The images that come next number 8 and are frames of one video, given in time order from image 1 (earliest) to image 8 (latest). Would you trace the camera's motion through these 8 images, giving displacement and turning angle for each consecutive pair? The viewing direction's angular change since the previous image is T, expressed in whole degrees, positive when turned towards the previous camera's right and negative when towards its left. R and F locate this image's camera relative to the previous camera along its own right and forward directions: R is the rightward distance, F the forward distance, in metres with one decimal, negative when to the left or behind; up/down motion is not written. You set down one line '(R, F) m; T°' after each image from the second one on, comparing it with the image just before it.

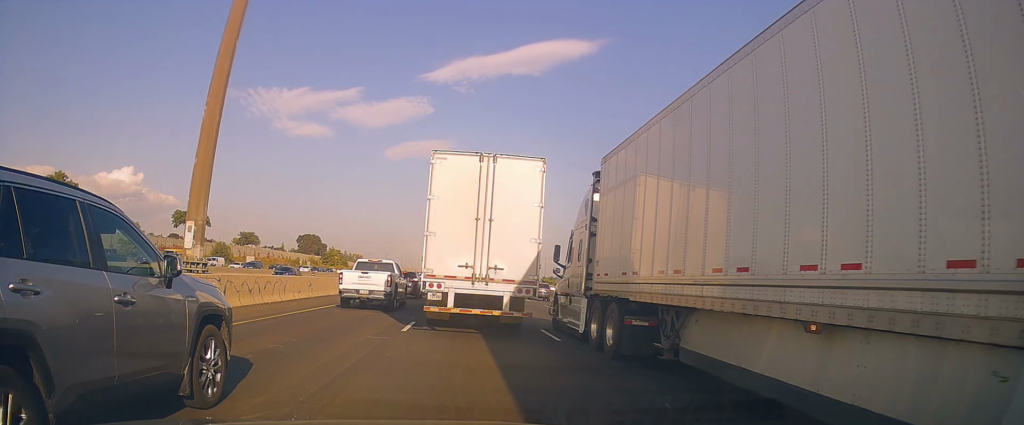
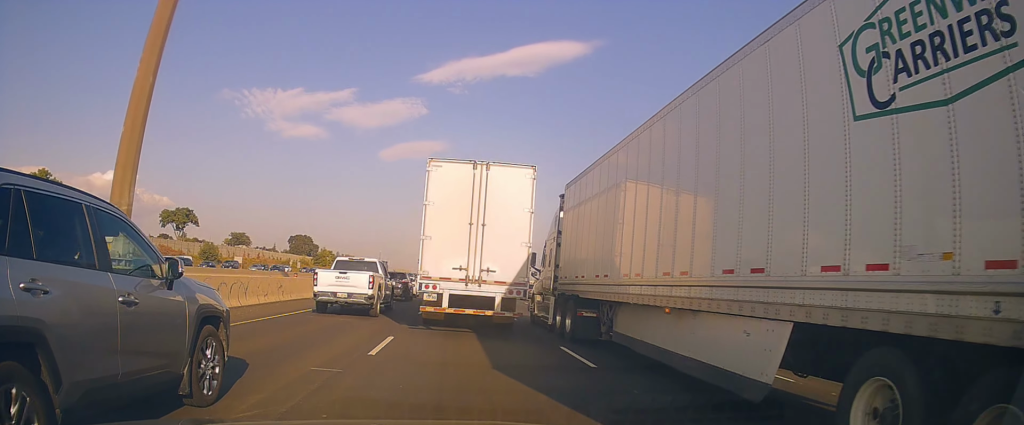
(0.0, +4.3) m; +3°
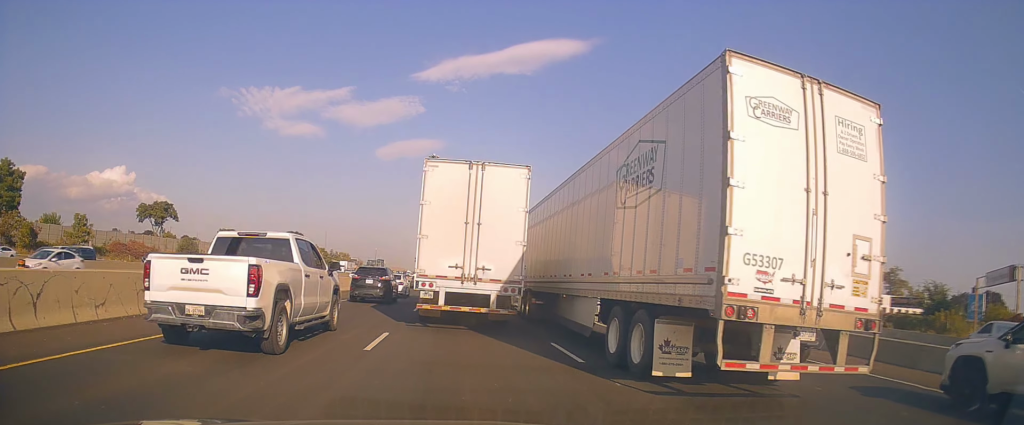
(+0.3, +11.7) m; -4°
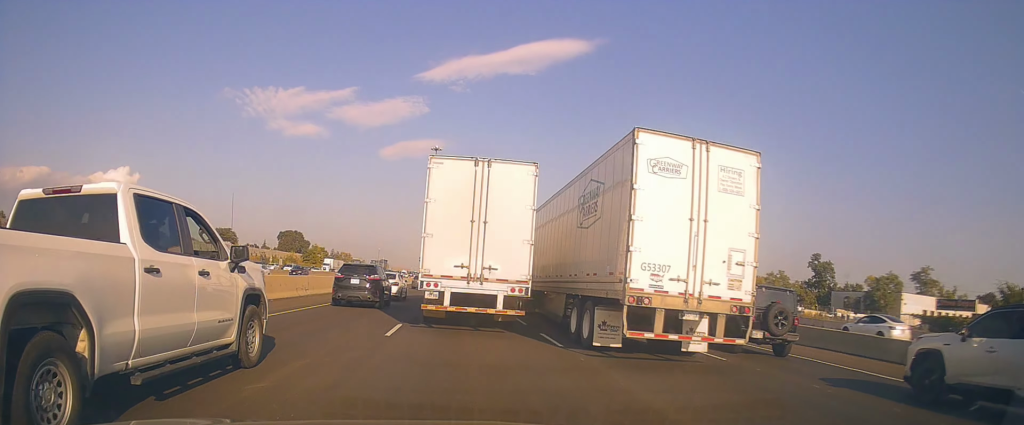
(-0.3, +9.7) m; +2°
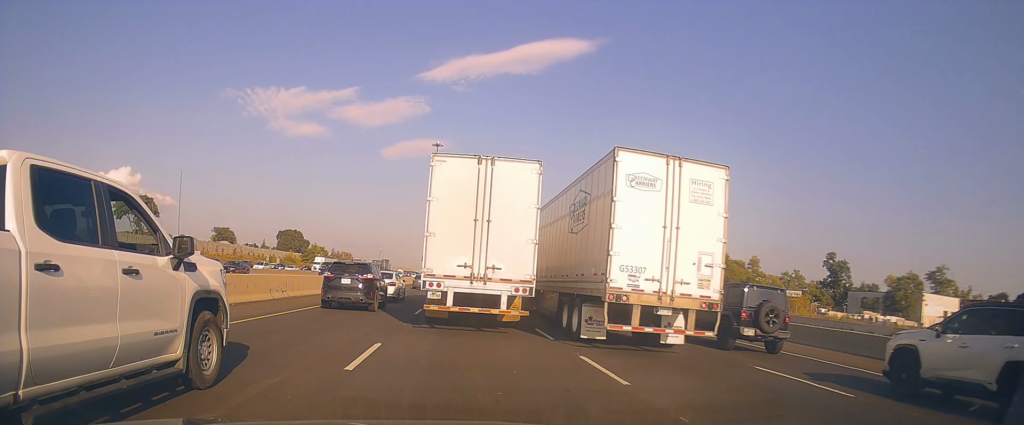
(+0.4, +4.6) m; 0°
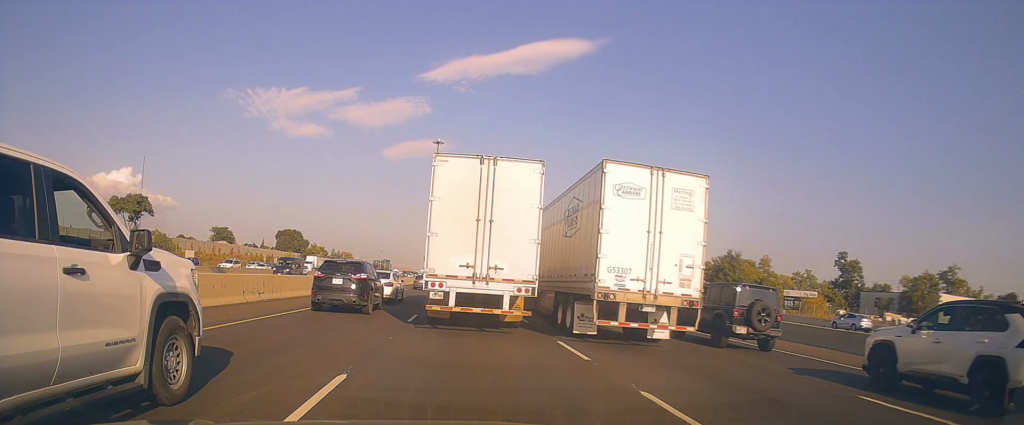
(-0.2, +3.5) m; 0°
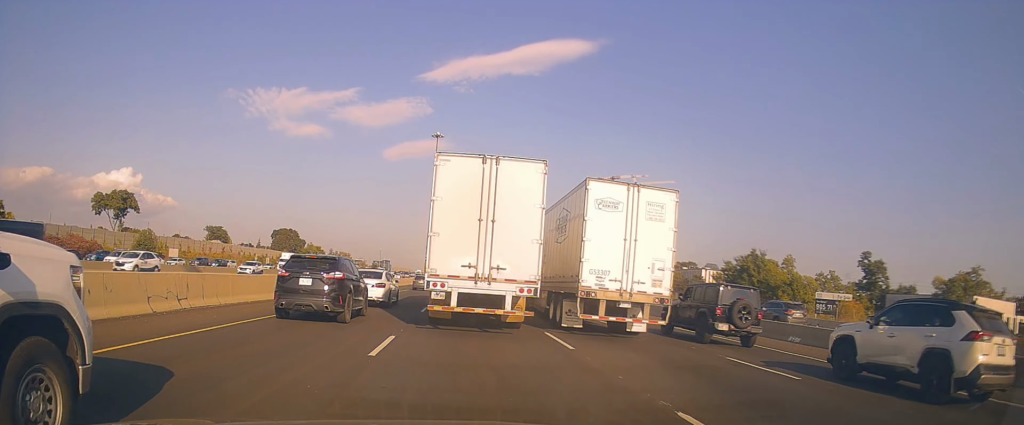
(+0.1, +7.4) m; +3°
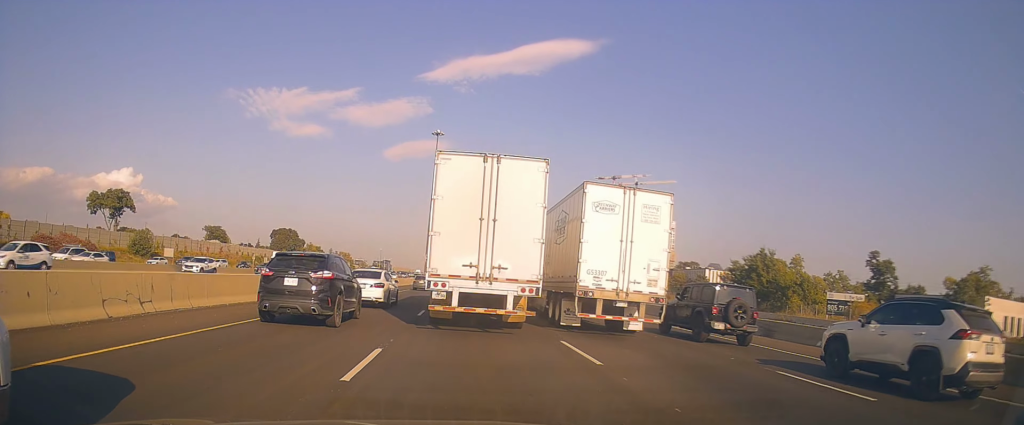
(0.0, +2.2) m; 0°
